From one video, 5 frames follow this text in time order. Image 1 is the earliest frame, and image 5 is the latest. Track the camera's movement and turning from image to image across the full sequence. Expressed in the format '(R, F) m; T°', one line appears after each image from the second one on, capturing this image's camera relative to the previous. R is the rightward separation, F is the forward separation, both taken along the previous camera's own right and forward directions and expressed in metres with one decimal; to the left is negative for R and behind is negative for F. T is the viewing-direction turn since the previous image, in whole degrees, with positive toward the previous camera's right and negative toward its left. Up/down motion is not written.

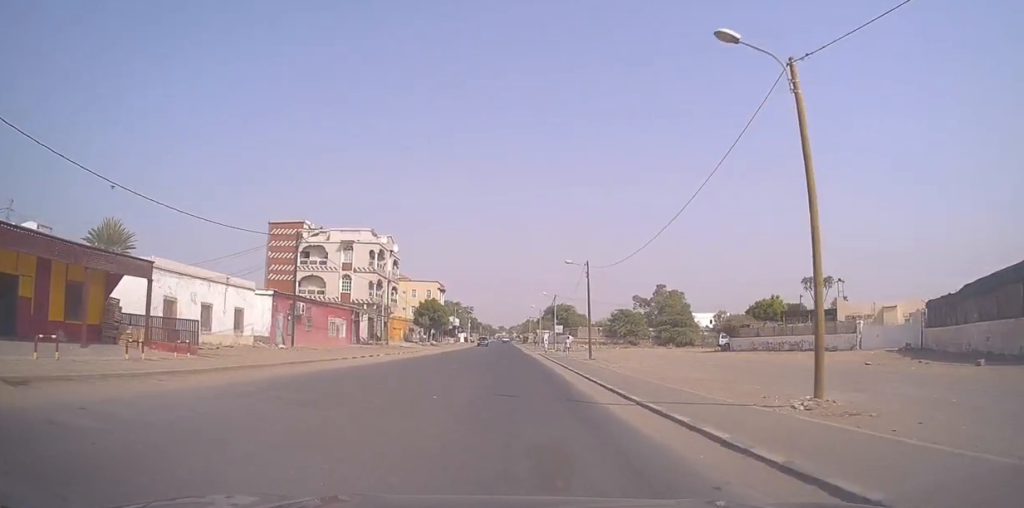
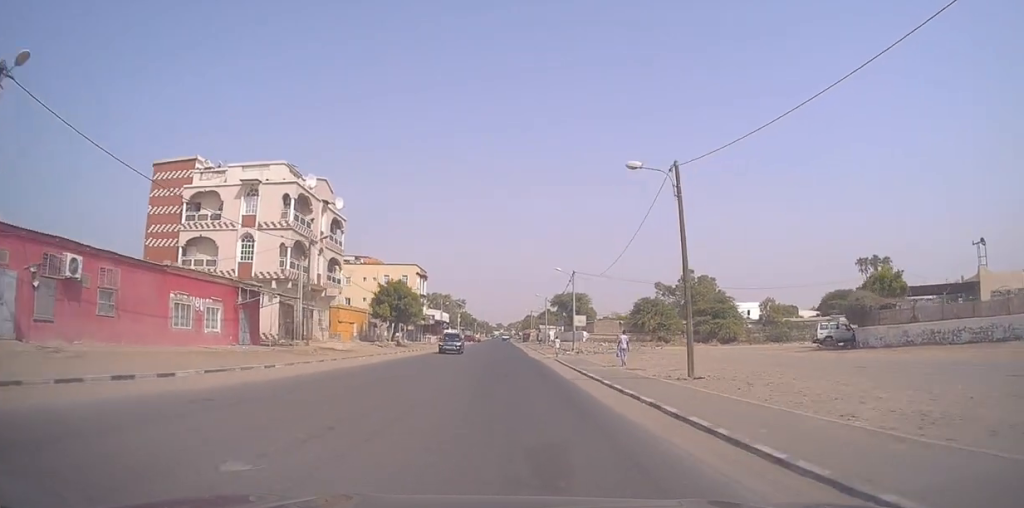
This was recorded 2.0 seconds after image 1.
(+0.7, +25.8) m; +1°
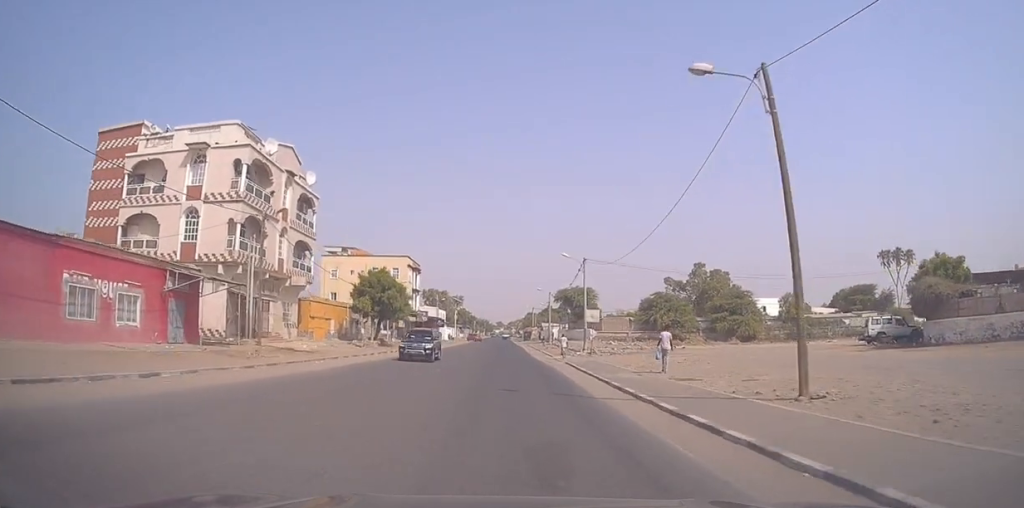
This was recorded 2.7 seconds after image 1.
(-0.2, +8.2) m; -1°
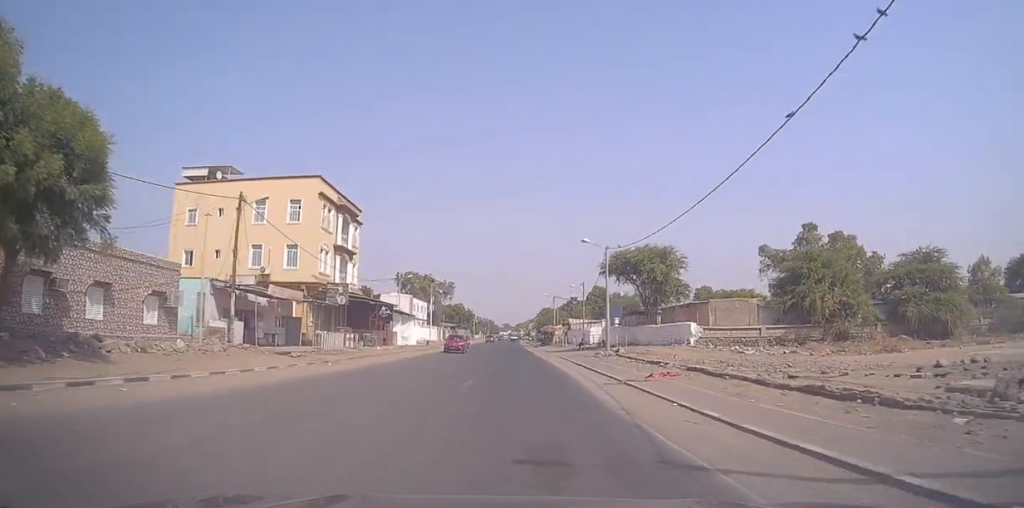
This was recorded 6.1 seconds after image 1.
(+0.3, +45.9) m; -1°
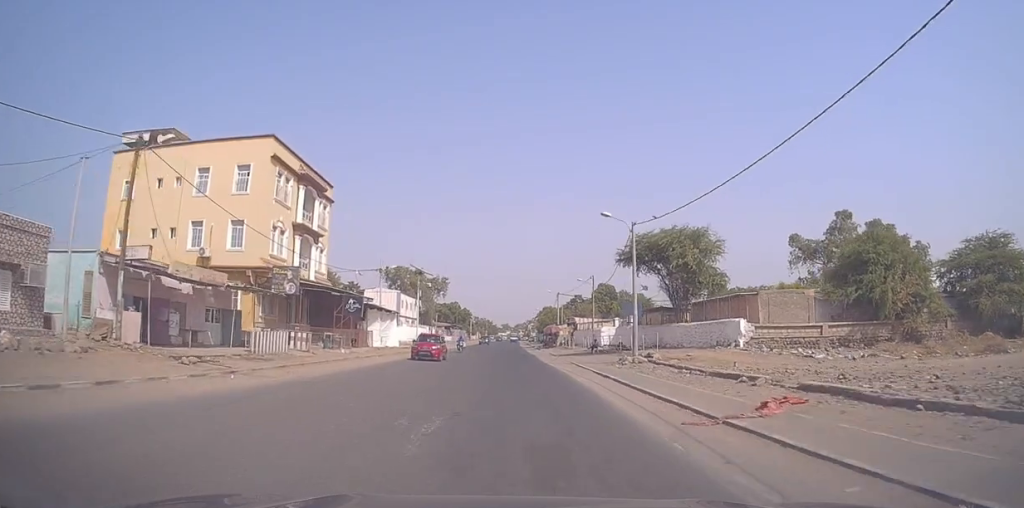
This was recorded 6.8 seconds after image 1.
(-0.1, +9.3) m; 0°
